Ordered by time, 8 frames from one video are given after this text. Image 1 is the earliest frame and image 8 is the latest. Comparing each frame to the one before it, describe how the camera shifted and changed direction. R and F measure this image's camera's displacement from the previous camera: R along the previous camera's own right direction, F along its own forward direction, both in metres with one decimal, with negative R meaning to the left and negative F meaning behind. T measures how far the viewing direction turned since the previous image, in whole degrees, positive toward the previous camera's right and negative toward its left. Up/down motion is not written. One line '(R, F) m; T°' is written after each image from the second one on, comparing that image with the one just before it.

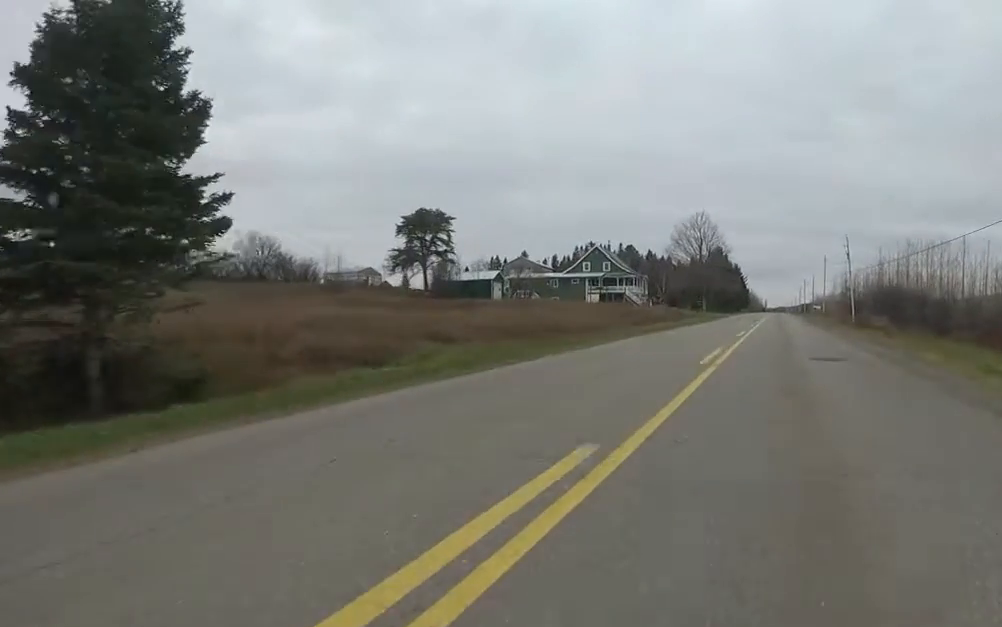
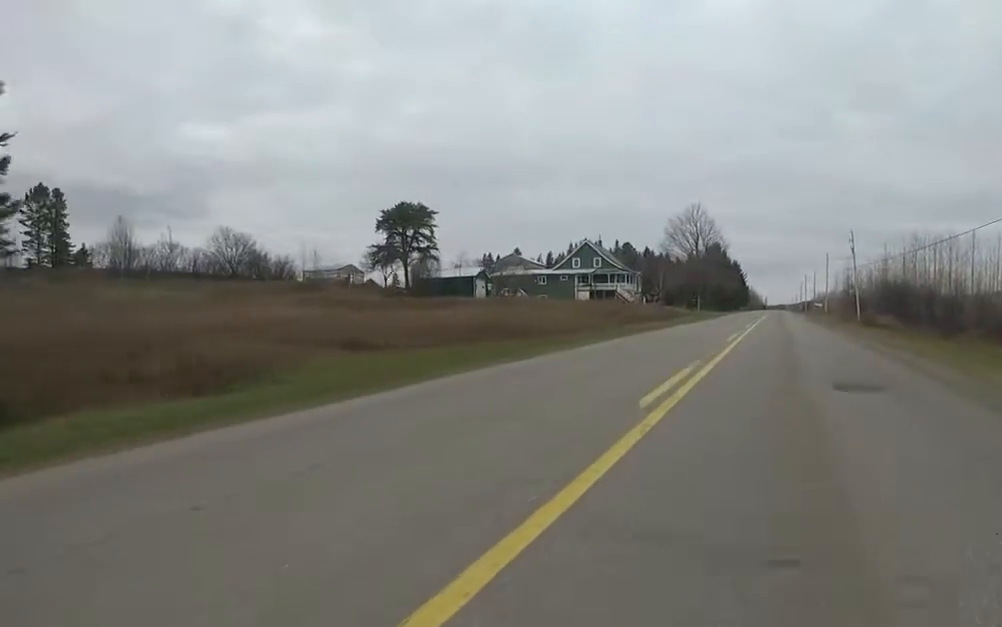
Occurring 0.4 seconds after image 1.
(+0.4, +4.1) m; +1°
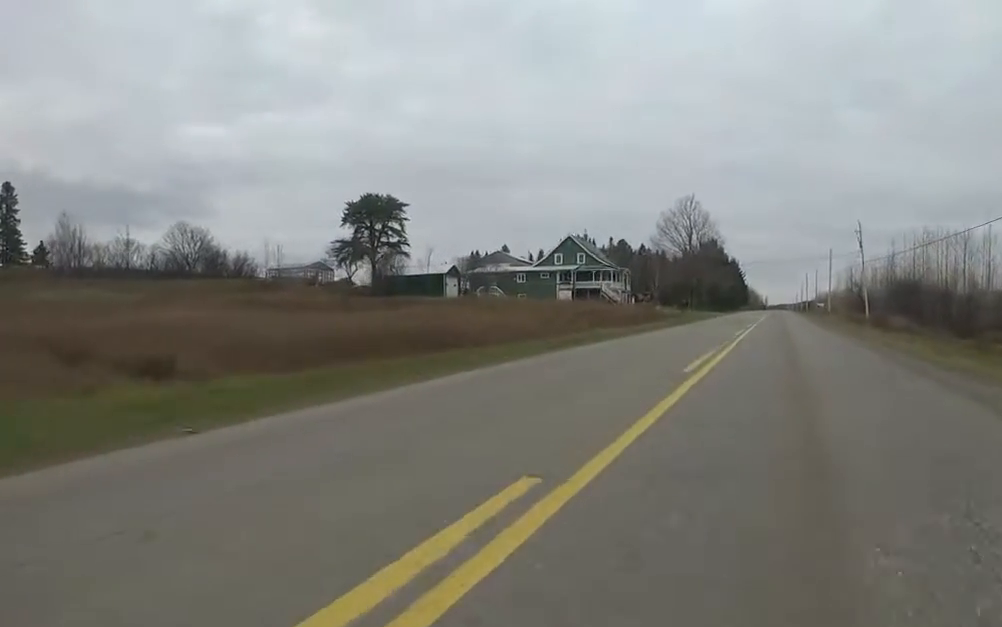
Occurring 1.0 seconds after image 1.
(+0.3, +6.2) m; +1°
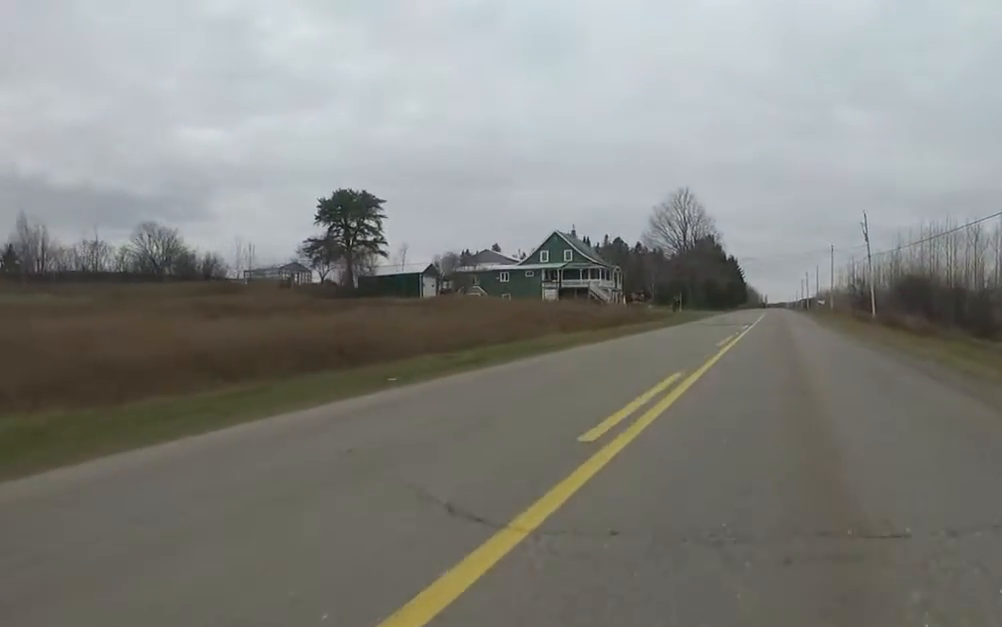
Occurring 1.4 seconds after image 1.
(-0.2, +4.0) m; 0°
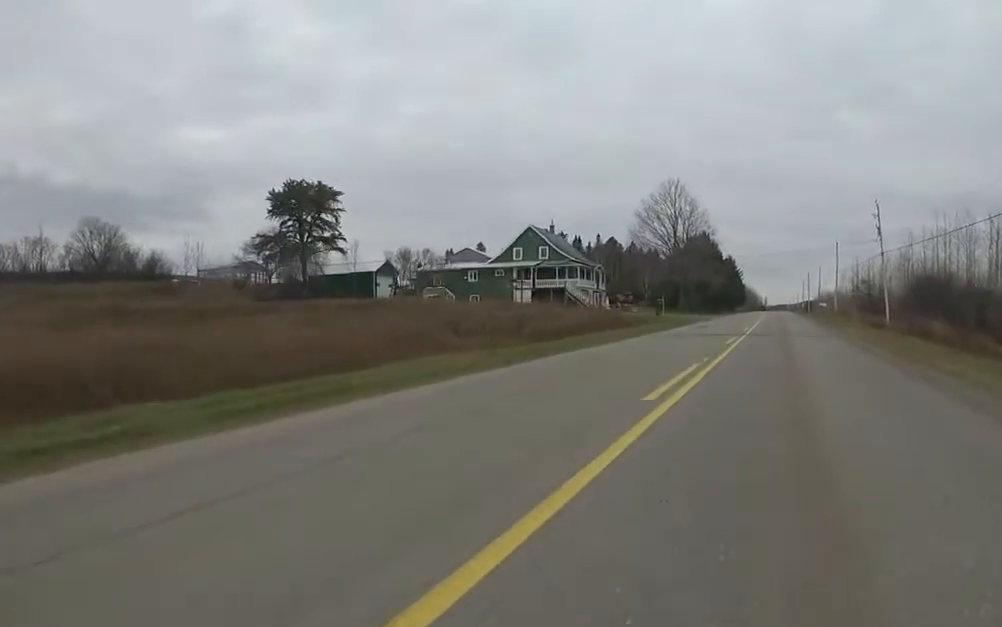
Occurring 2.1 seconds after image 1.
(-0.1, +6.8) m; +1°
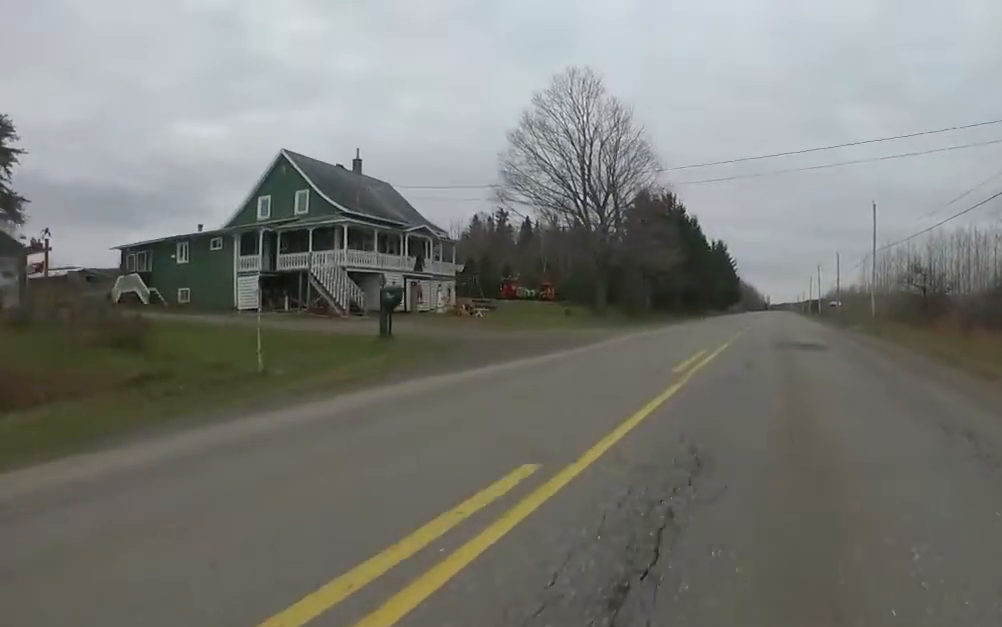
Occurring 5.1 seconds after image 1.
(-0.5, +32.8) m; 0°
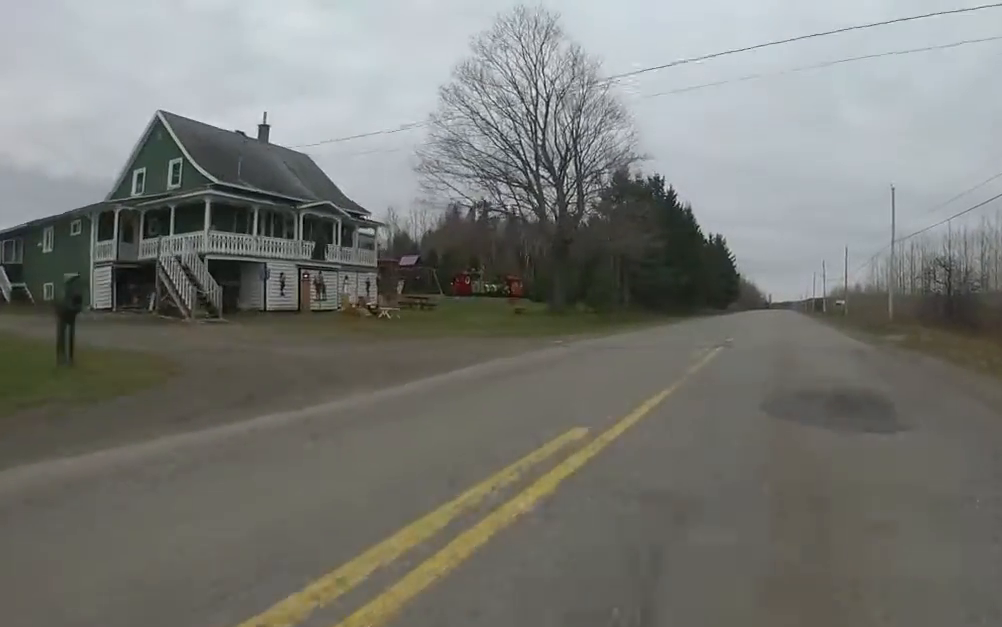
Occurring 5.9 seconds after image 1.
(+1.0, +7.8) m; +2°
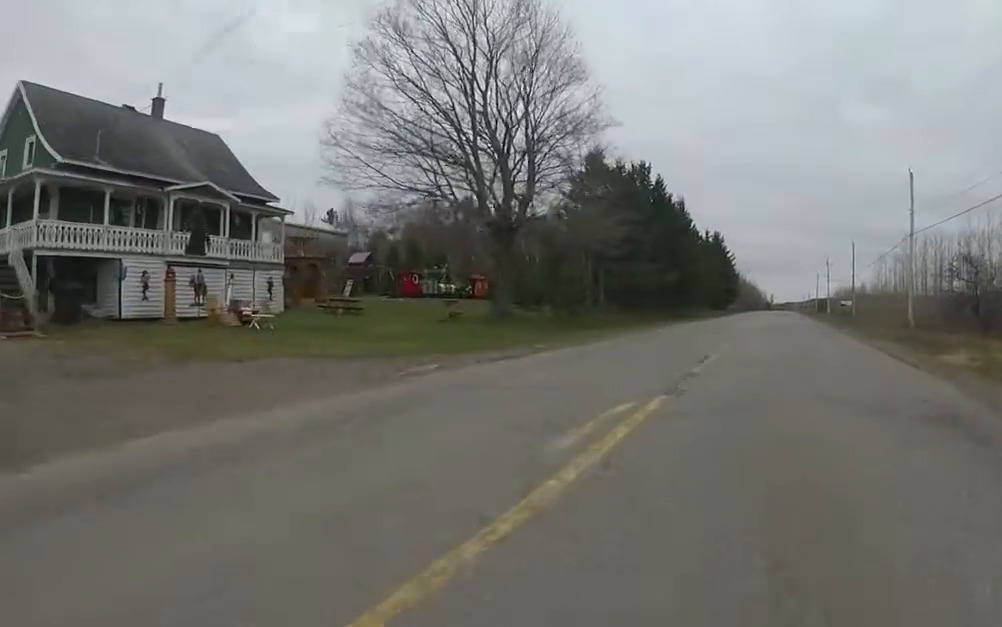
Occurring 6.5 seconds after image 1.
(-0.6, +6.0) m; -4°
